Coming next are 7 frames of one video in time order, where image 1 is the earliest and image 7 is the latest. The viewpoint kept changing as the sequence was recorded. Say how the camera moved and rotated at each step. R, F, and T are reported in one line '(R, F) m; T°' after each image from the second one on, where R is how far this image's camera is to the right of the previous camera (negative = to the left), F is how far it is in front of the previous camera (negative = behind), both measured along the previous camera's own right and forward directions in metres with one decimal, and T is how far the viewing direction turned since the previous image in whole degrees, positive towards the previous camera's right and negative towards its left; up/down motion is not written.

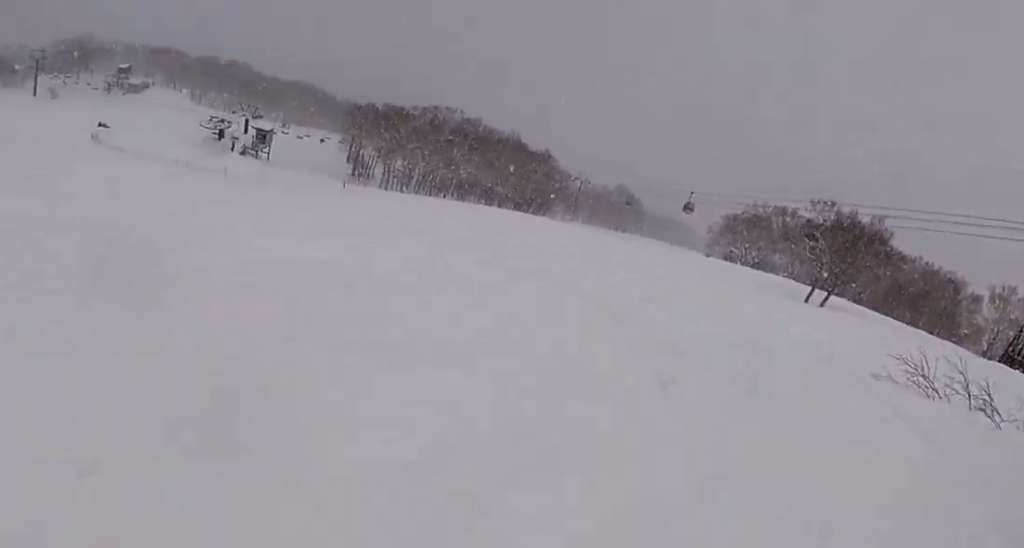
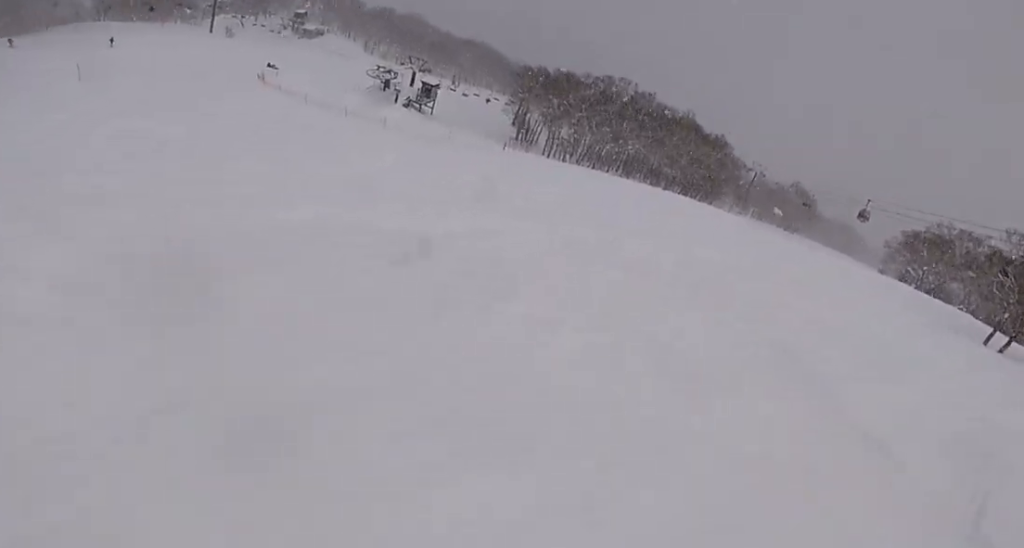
(-0.7, +2.1) m; -15°
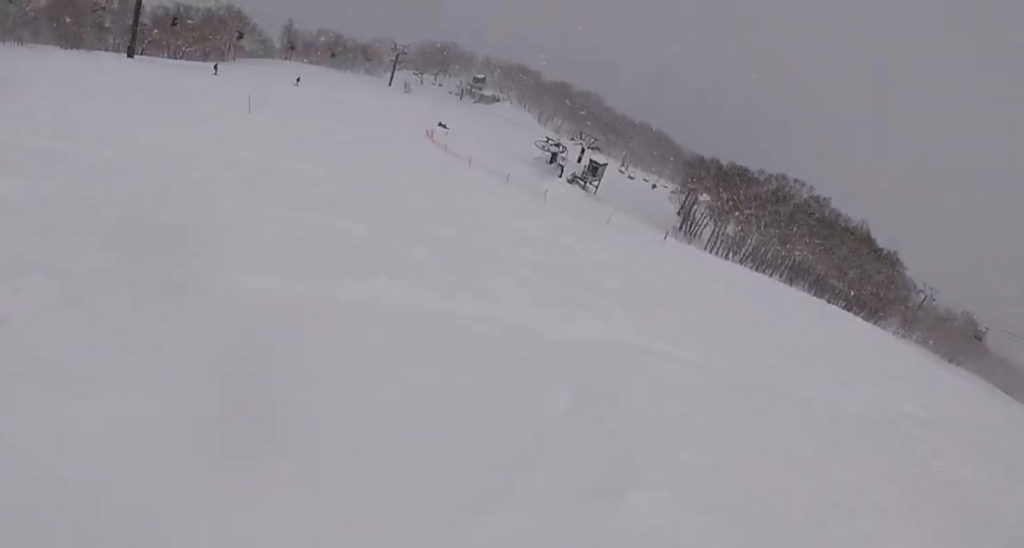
(-0.3, +2.1) m; -14°
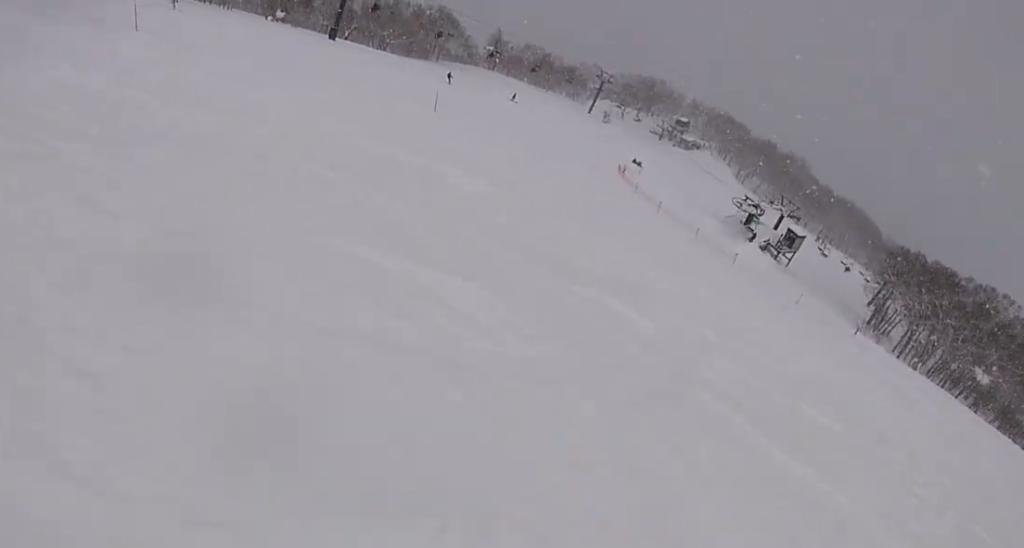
(-0.2, +3.9) m; -24°
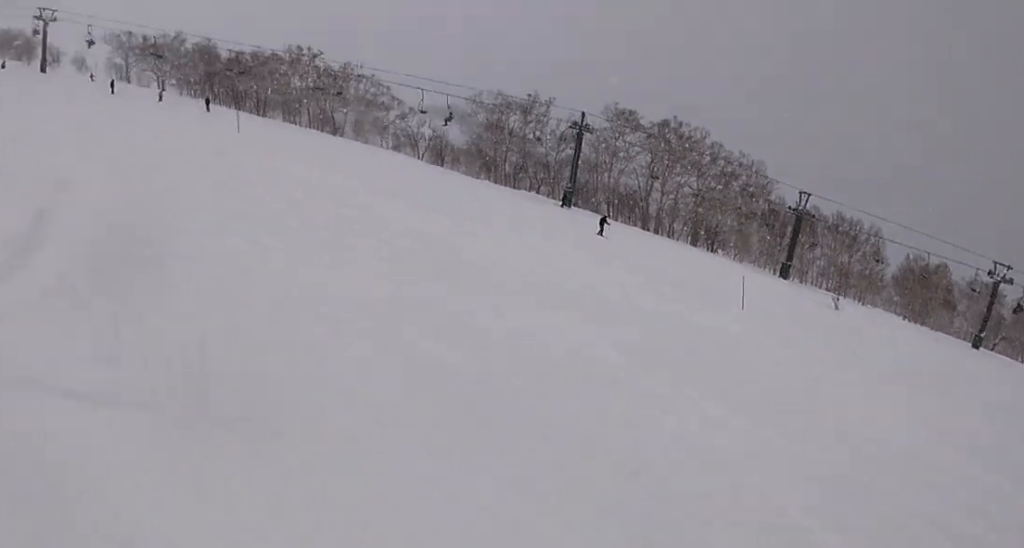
(-1.6, +4.2) m; -22°
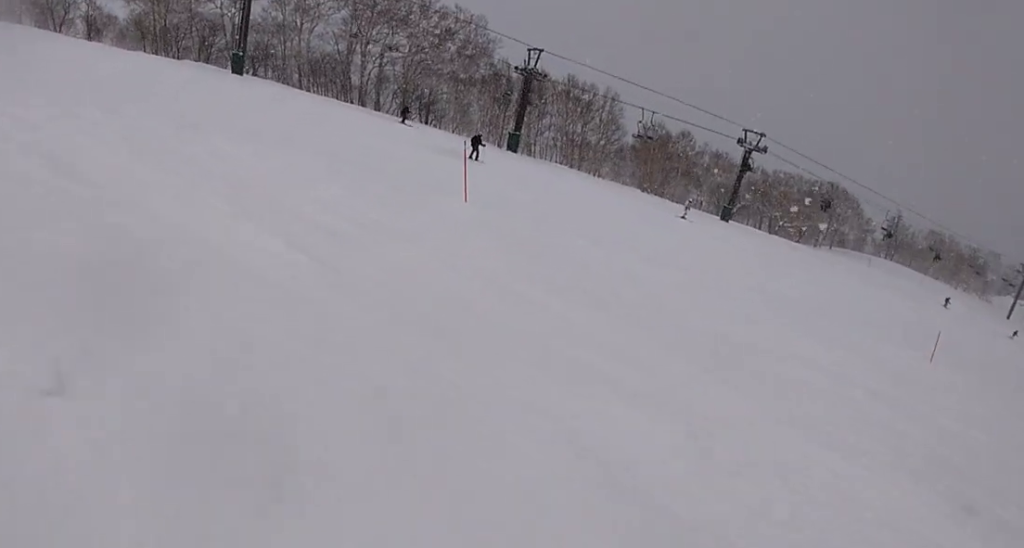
(-2.2, +13.3) m; -21°
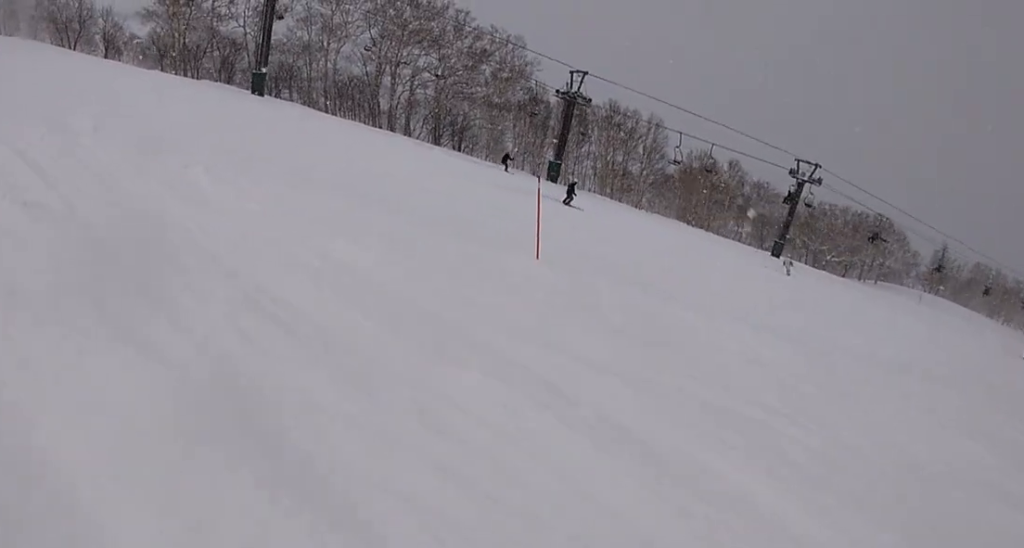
(-0.8, +3.9) m; -1°
